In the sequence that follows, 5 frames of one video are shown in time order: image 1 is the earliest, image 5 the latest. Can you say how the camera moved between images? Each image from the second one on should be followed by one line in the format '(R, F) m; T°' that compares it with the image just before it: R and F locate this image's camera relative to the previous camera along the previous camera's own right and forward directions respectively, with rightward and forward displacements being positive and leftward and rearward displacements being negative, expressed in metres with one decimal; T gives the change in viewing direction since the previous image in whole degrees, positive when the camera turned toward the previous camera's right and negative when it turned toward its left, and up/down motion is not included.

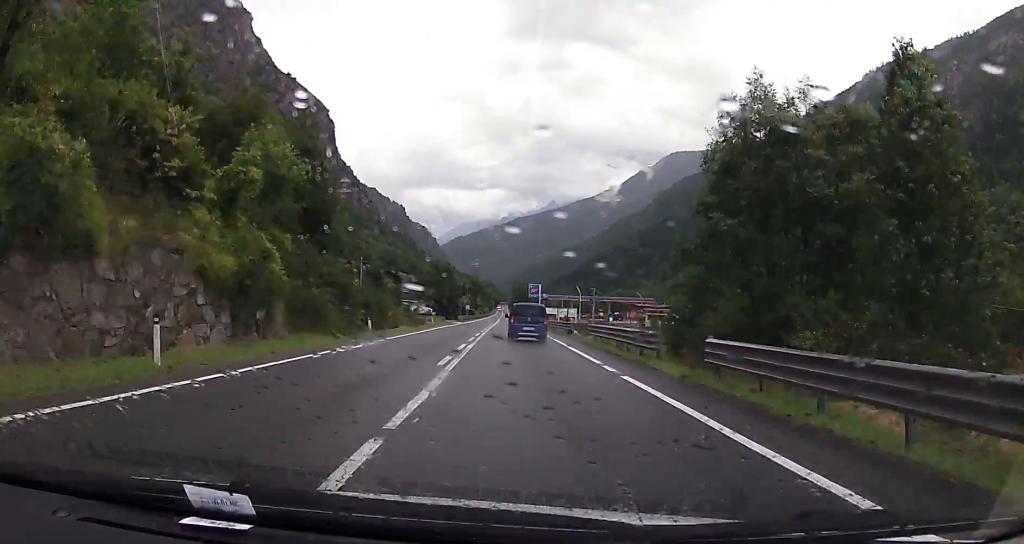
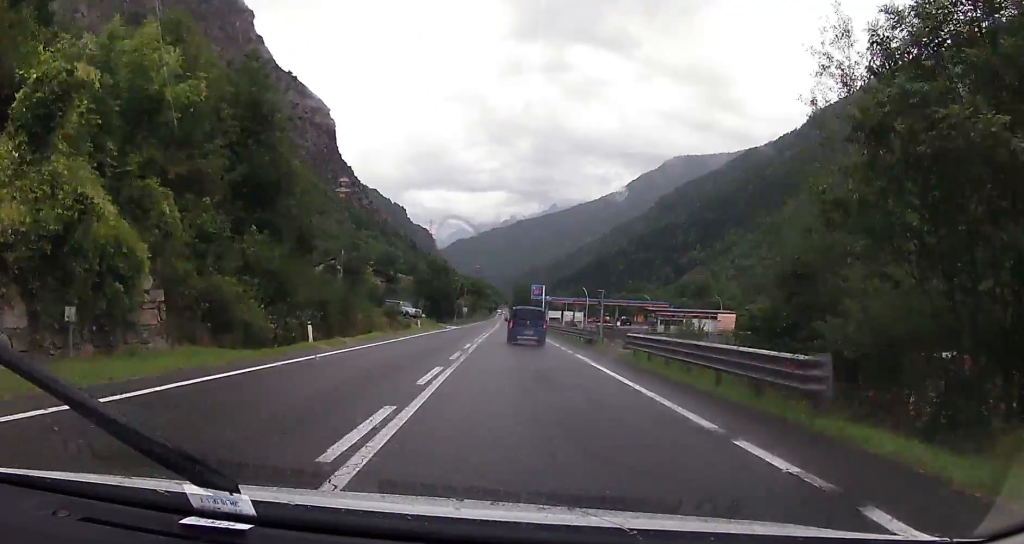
(-0.1, +10.2) m; +1°
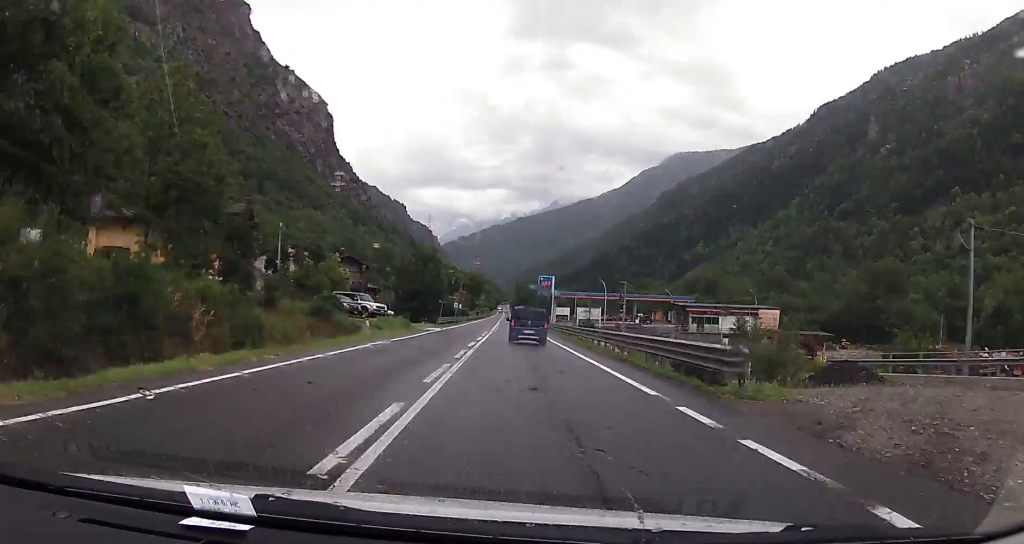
(+0.4, +20.6) m; +1°
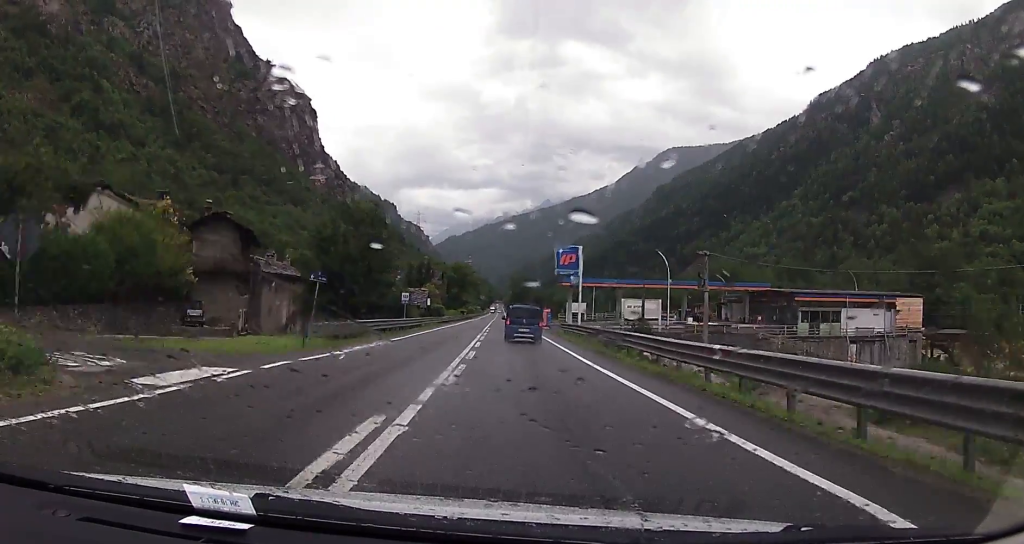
(-1.4, +40.7) m; -3°
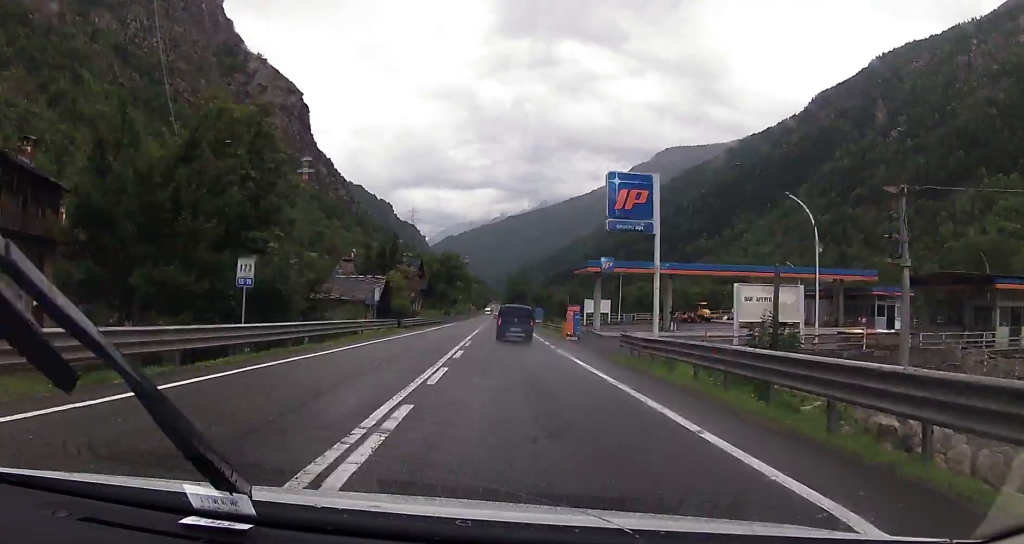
(+0.7, +28.8) m; +2°
